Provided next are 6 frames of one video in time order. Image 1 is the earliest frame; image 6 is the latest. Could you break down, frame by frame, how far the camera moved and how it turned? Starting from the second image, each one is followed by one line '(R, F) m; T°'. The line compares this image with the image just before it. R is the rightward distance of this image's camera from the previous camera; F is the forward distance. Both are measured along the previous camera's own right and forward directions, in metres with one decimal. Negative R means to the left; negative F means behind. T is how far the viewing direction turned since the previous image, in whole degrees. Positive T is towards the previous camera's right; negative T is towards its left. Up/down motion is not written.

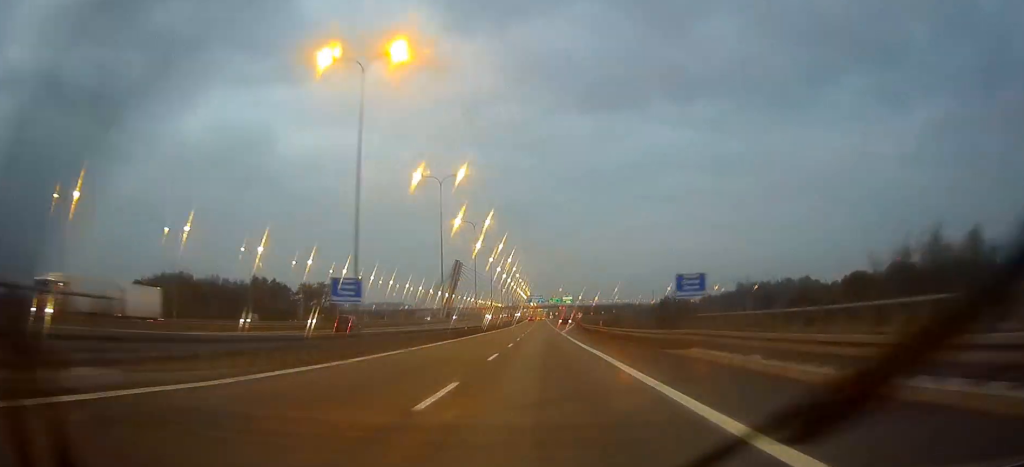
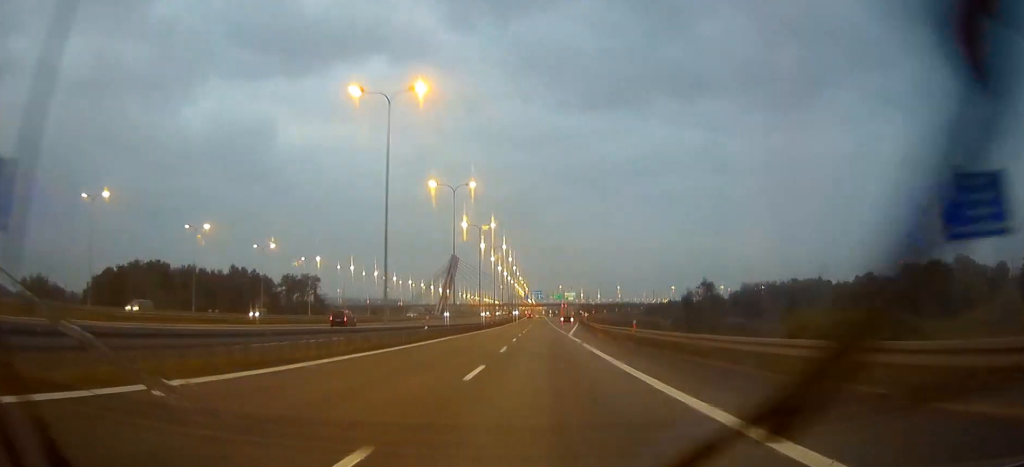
(0.0, +19.4) m; 0°
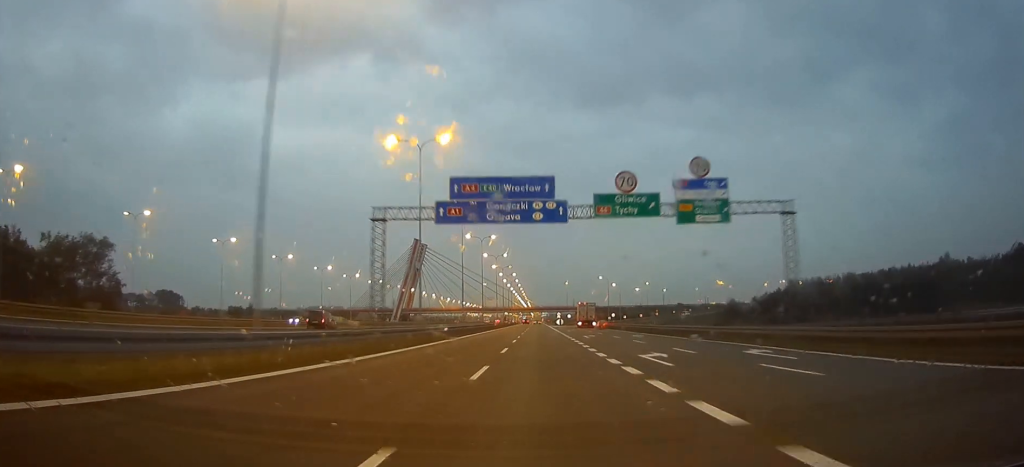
(+0.7, +140.0) m; +1°
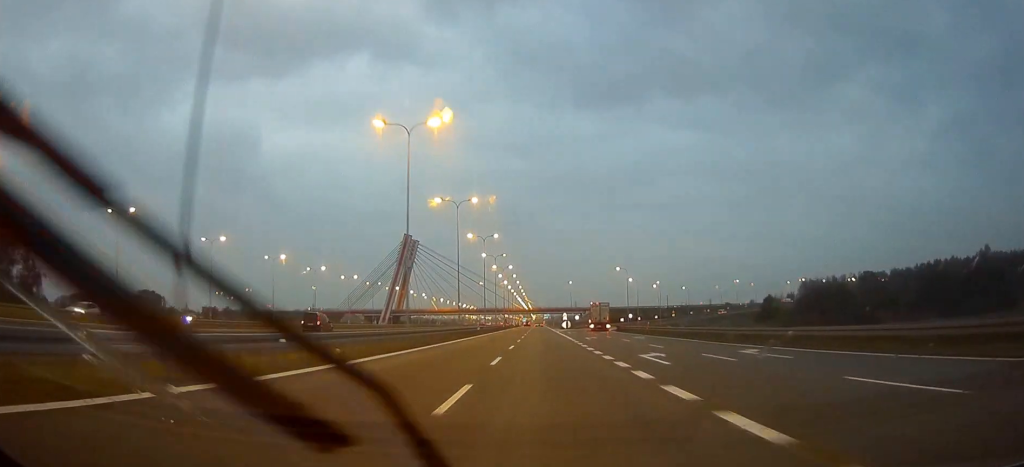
(0.0, +29.1) m; 0°
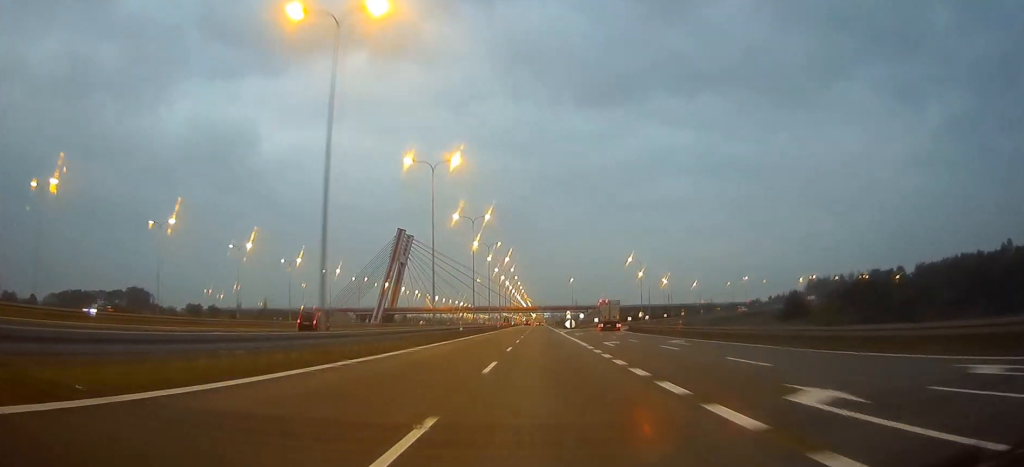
(+0.1, +15.1) m; 0°
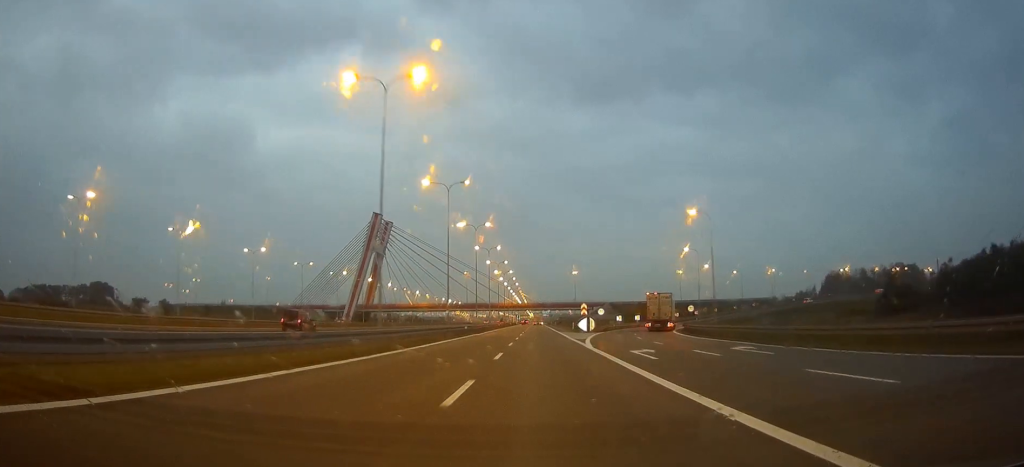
(-0.1, +42.4) m; 0°
